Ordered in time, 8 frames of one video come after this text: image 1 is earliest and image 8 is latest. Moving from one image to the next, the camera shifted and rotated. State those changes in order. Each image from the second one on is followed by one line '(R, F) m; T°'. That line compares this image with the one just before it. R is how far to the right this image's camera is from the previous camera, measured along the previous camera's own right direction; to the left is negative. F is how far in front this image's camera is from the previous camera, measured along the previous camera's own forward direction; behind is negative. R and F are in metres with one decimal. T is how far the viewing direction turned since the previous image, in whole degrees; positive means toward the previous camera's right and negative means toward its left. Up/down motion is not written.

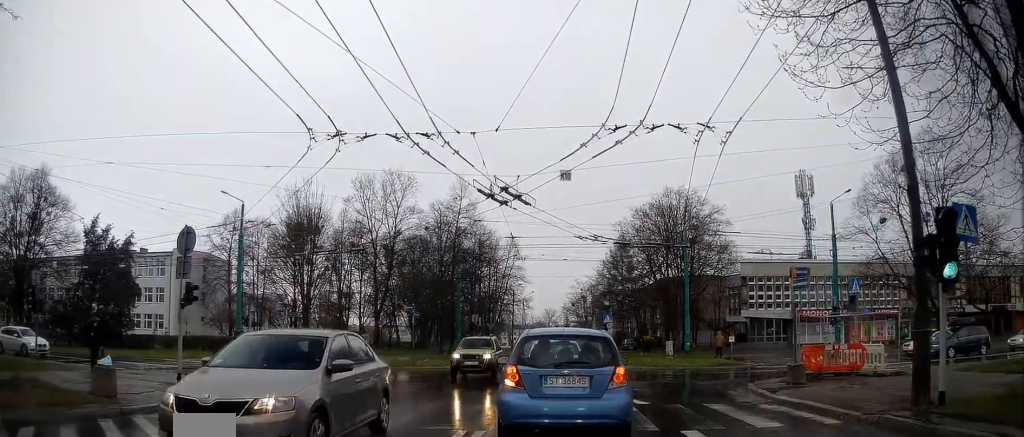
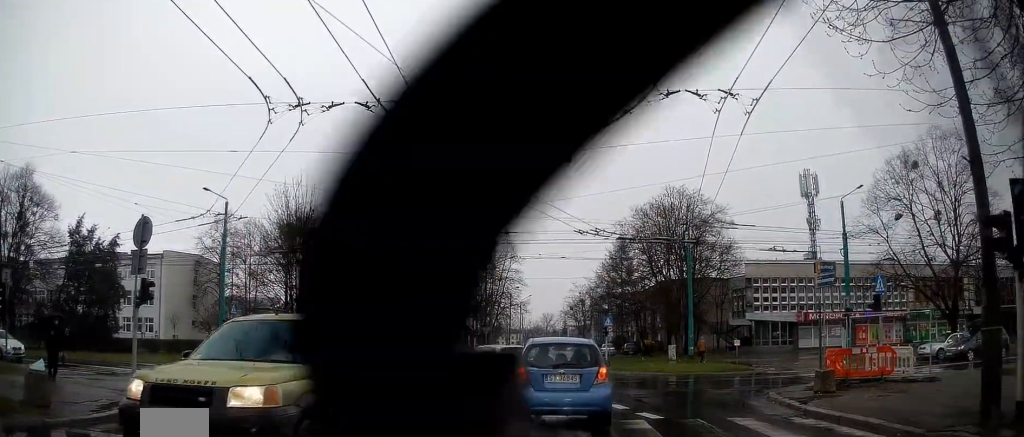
(-0.1, +2.6) m; -6°
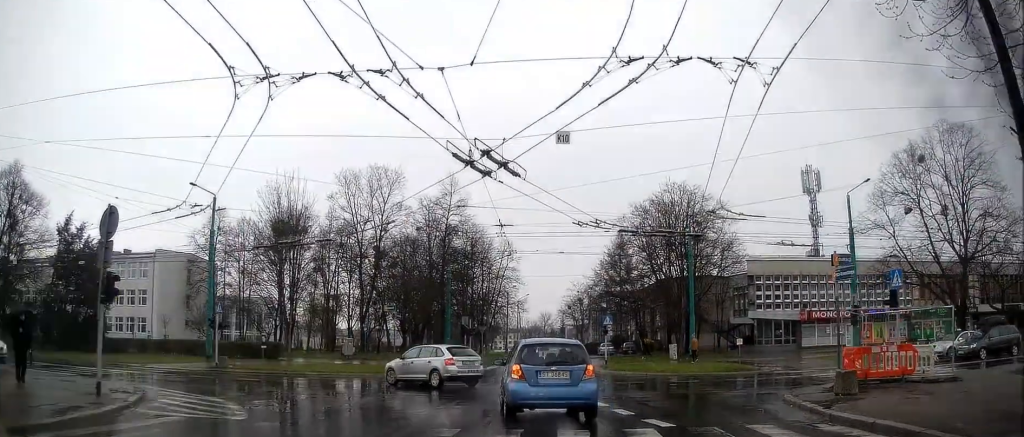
(-0.1, +1.3) m; +2°
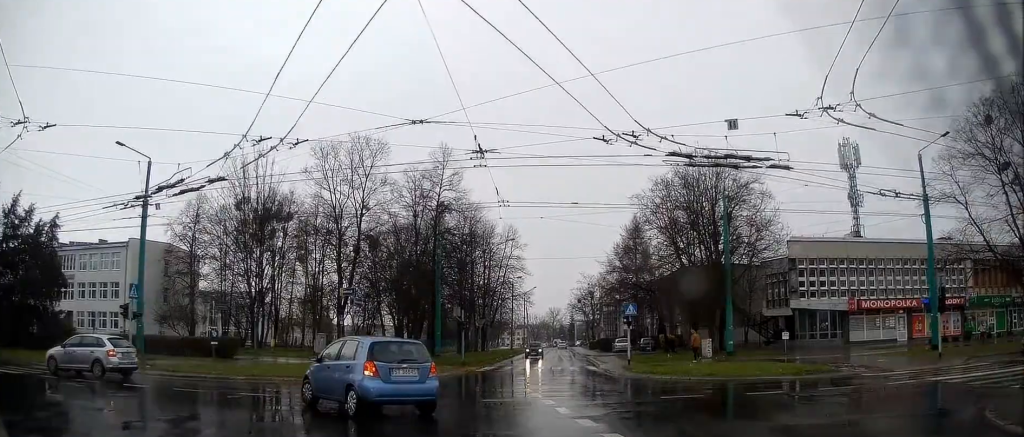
(+0.3, +6.5) m; -1°
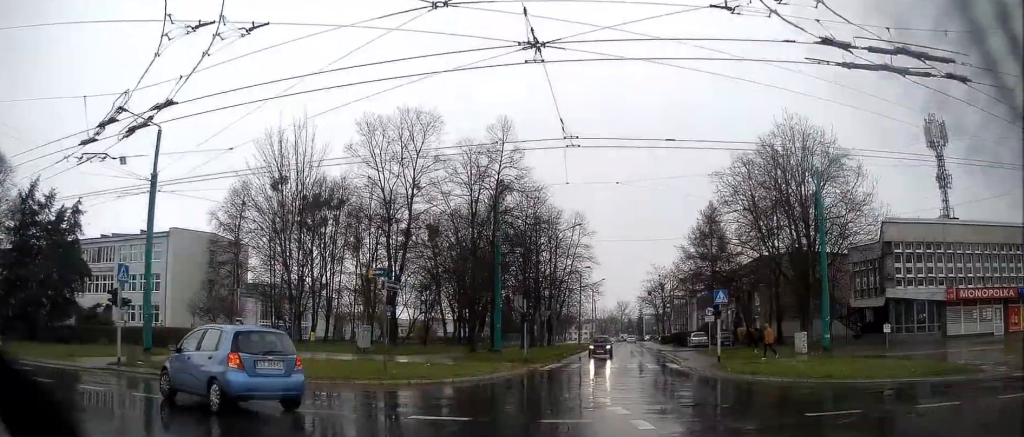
(-0.3, +4.2) m; -8°
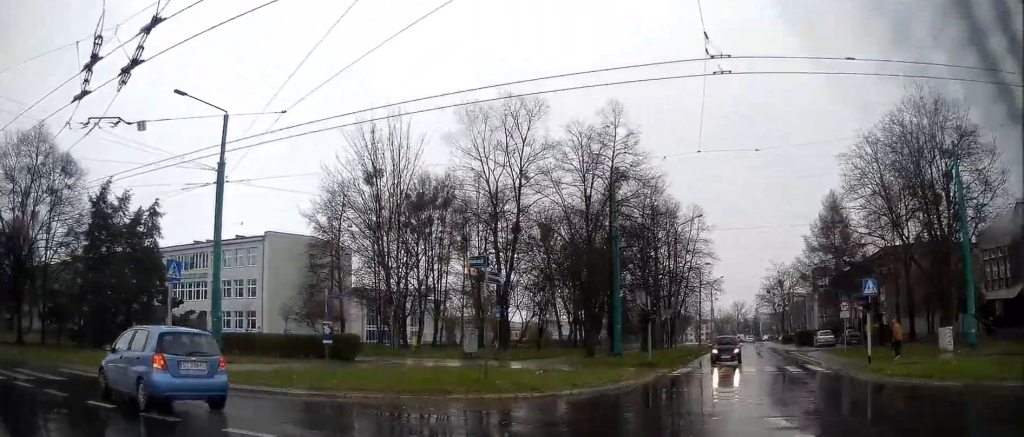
(-0.1, +3.7) m; -8°
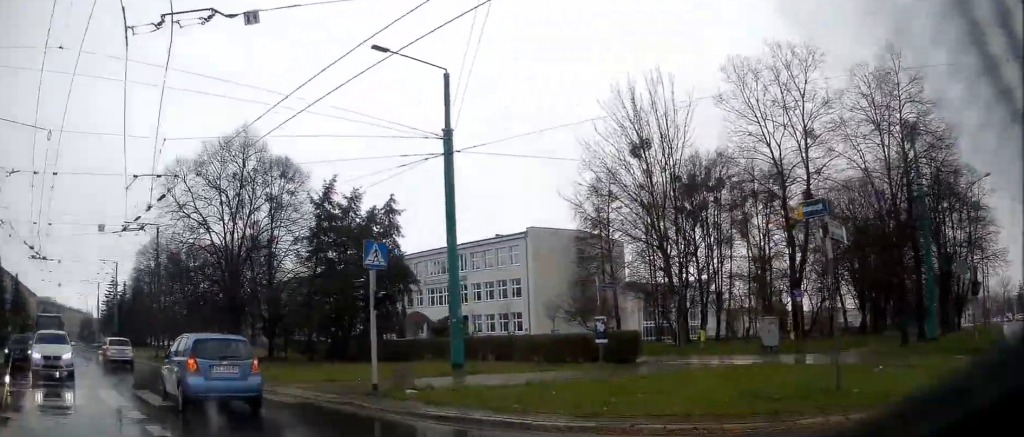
(-0.3, +5.5) m; -21°
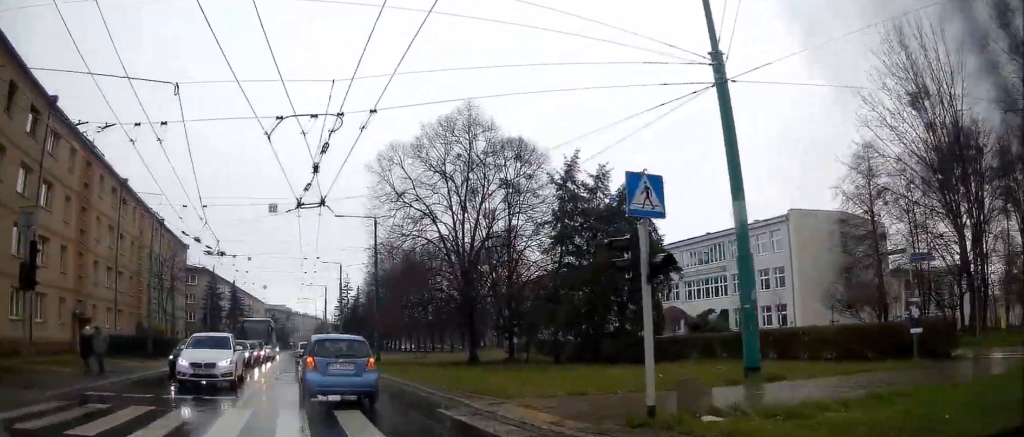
(-1.6, +5.2) m; -25°
